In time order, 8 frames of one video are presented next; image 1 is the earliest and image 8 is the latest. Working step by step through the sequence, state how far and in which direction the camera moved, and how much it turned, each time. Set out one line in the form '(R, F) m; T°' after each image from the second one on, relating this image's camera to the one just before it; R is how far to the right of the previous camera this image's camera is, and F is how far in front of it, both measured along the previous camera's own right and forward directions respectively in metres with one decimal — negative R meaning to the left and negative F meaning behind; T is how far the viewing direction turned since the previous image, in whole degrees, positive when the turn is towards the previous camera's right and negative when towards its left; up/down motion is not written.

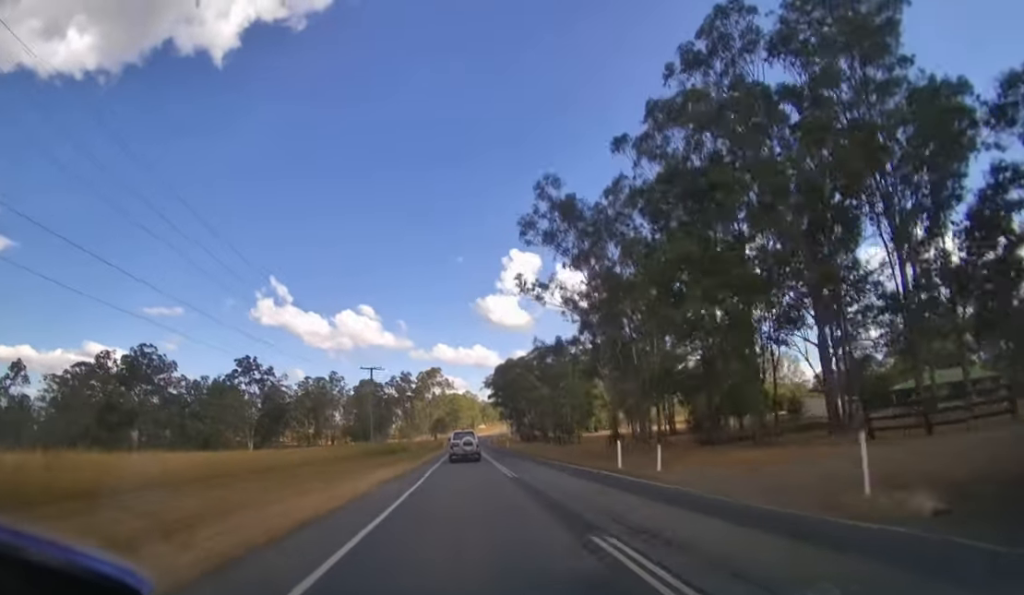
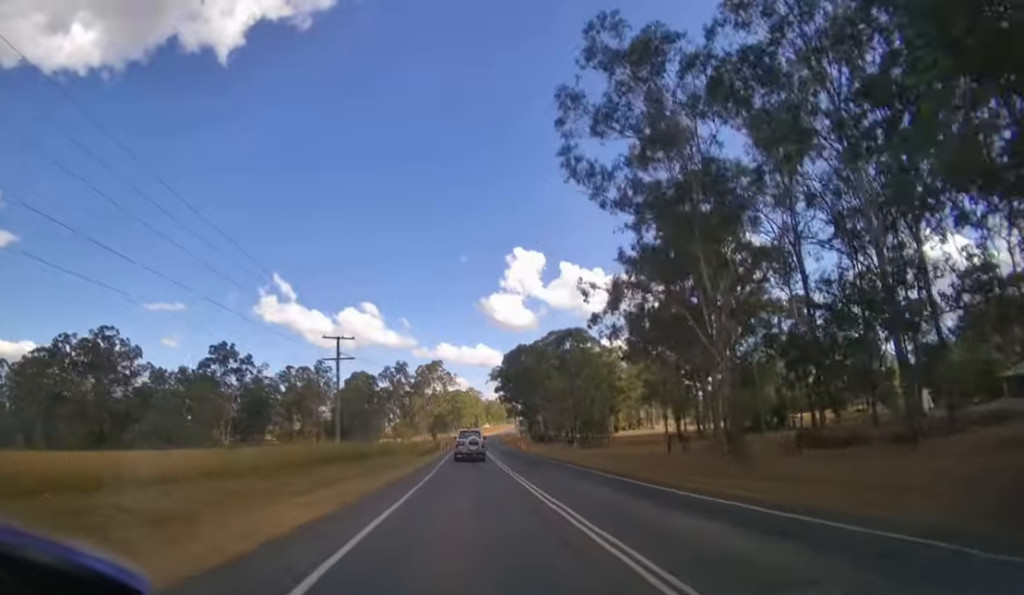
(0.0, +20.0) m; 0°
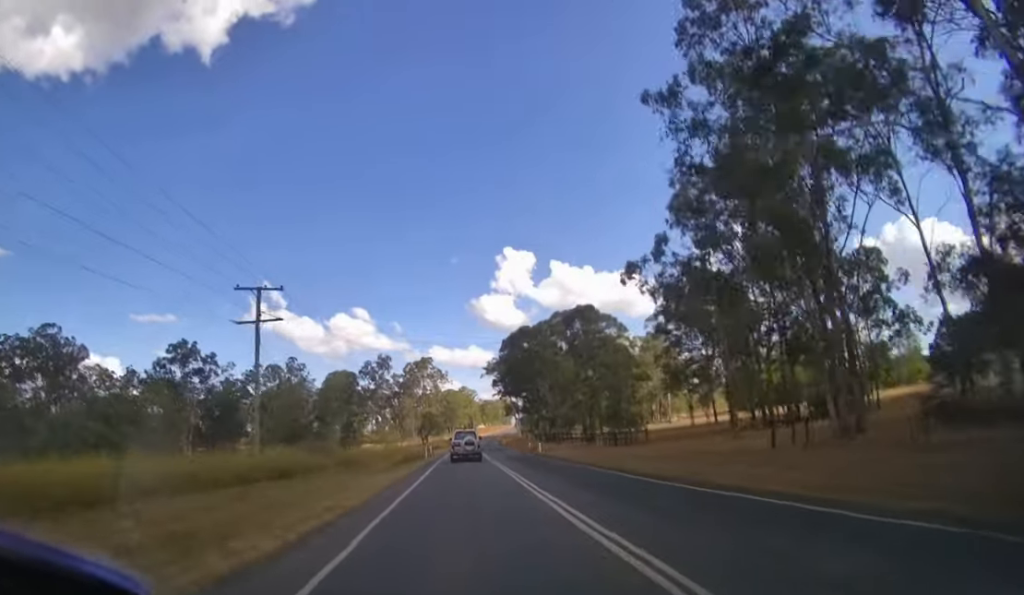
(0.0, +19.1) m; 0°
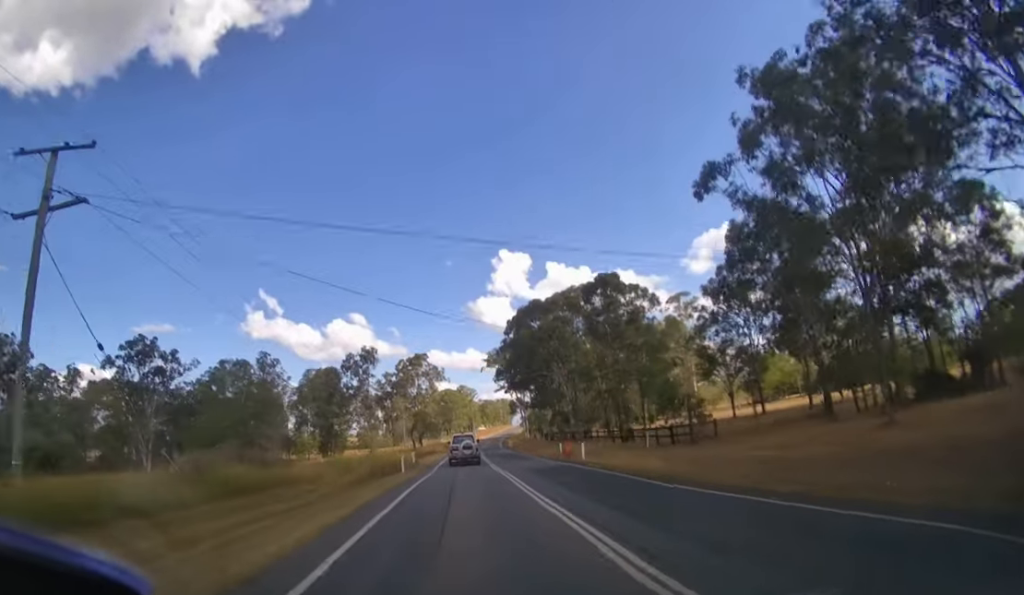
(0.0, +16.9) m; 0°
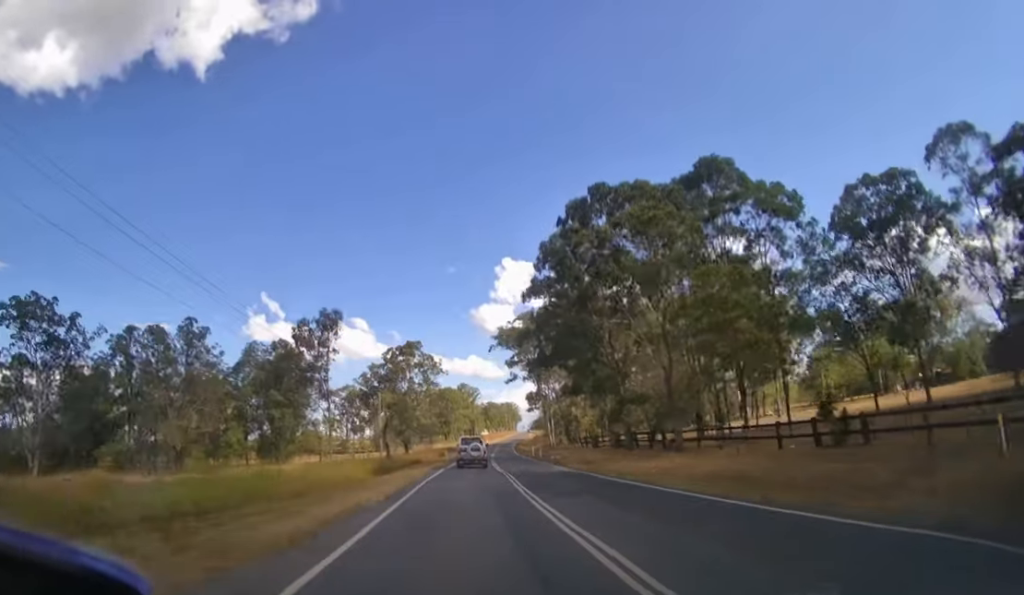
(+0.1, +29.4) m; 0°
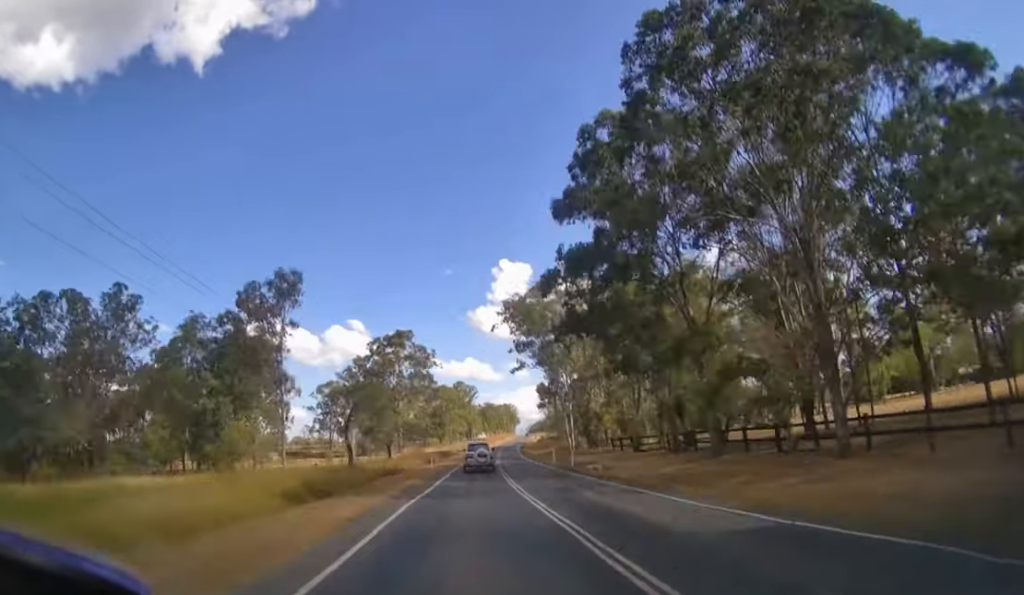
(0.0, +14.8) m; 0°
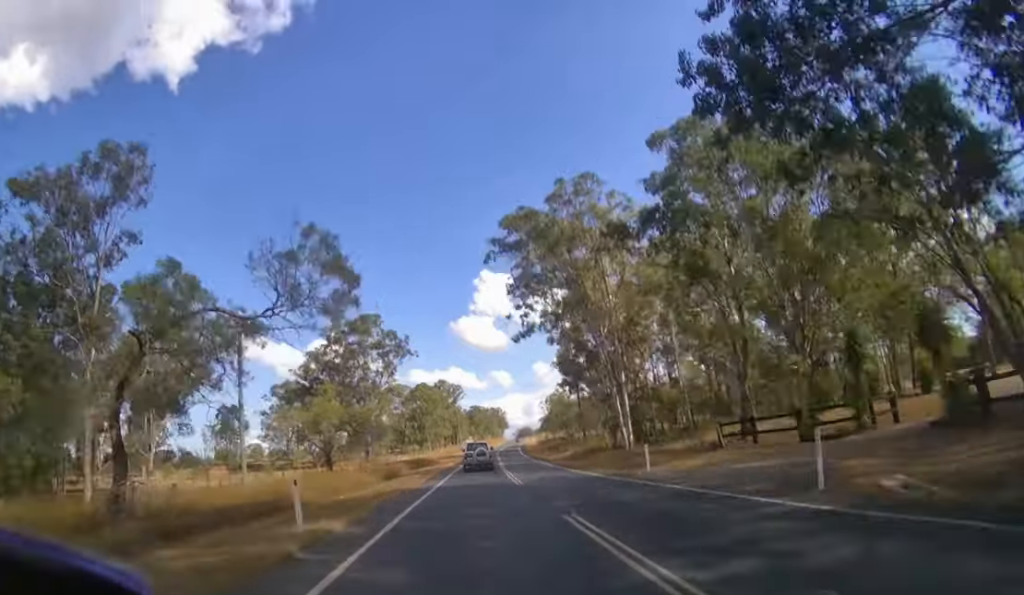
(+0.2, +22.1) m; +1°
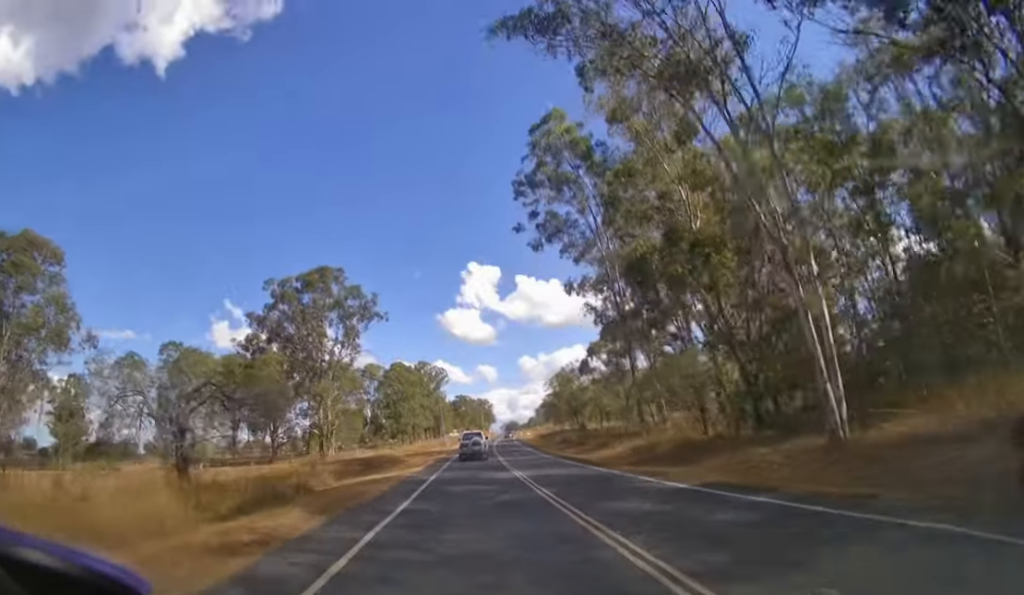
(+0.2, +17.8) m; +1°
